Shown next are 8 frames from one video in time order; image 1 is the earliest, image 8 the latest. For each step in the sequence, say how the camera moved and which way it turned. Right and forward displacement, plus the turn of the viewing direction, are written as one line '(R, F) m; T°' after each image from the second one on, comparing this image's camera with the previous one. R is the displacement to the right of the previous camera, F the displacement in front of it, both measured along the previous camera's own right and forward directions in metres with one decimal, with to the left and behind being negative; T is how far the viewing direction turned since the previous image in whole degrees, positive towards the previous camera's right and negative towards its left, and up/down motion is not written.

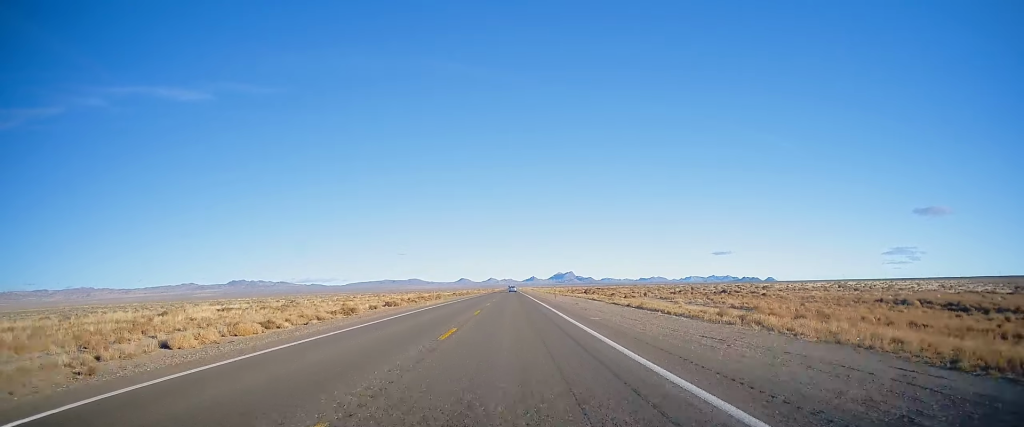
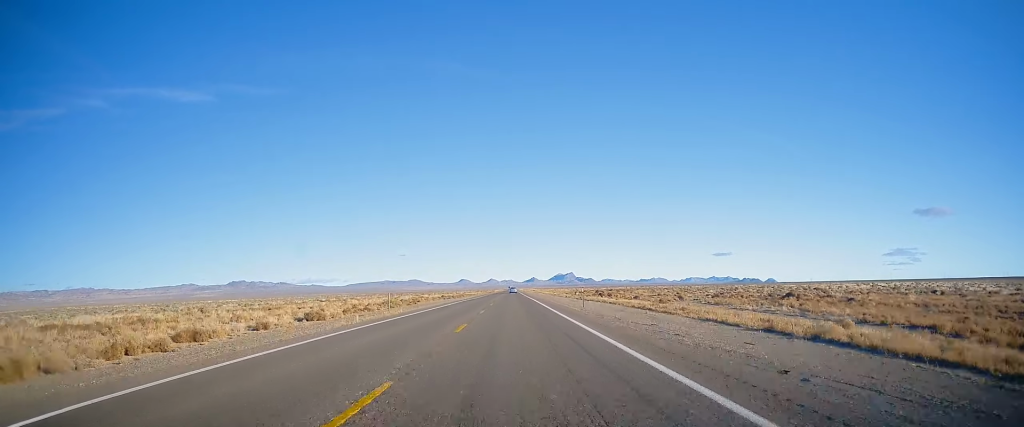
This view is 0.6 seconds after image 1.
(-0.3, +21.9) m; 0°
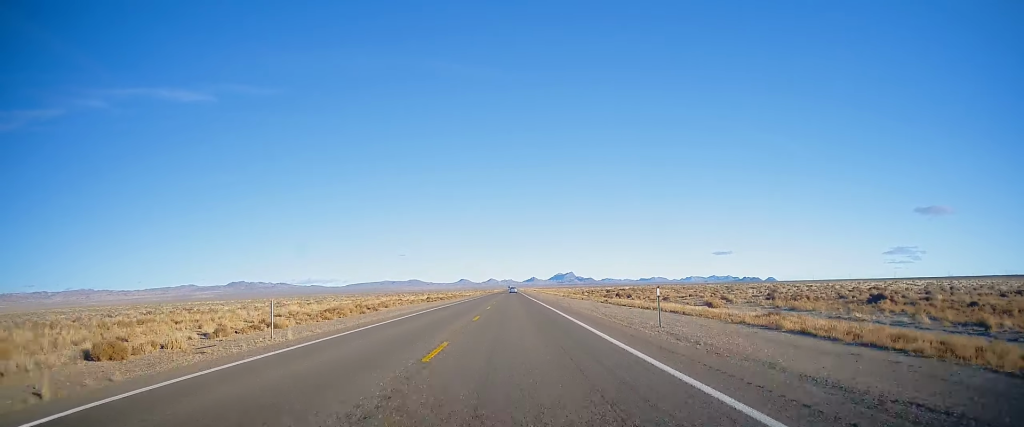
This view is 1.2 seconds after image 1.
(+0.1, +18.4) m; 0°
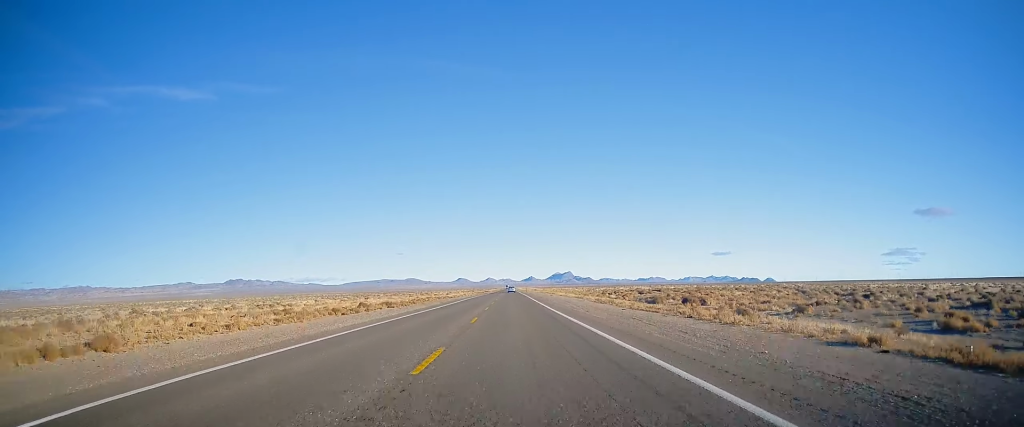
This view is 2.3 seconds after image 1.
(+0.4, +37.9) m; 0°
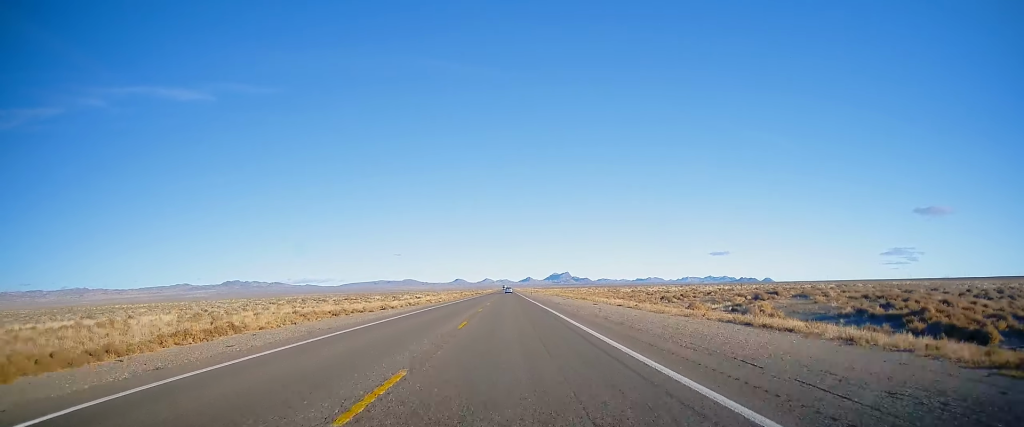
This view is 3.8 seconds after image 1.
(-0.7, +51.6) m; 0°
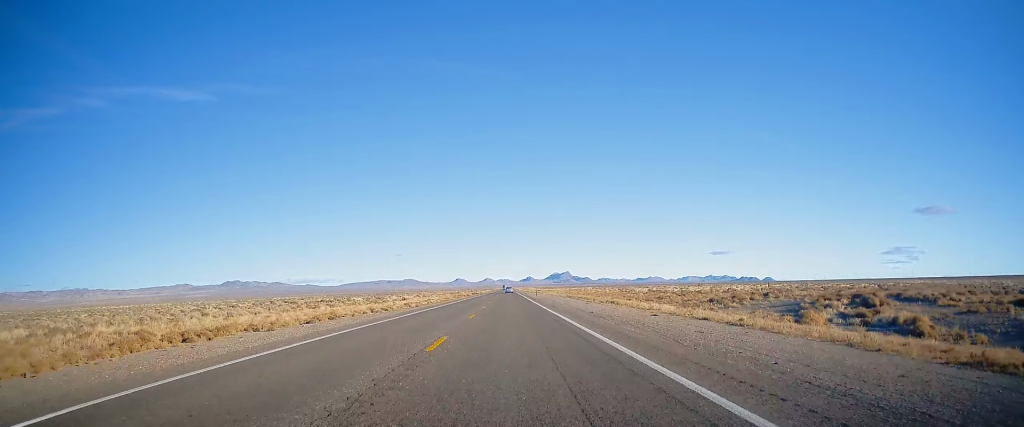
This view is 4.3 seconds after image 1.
(+0.4, +18.3) m; 0°
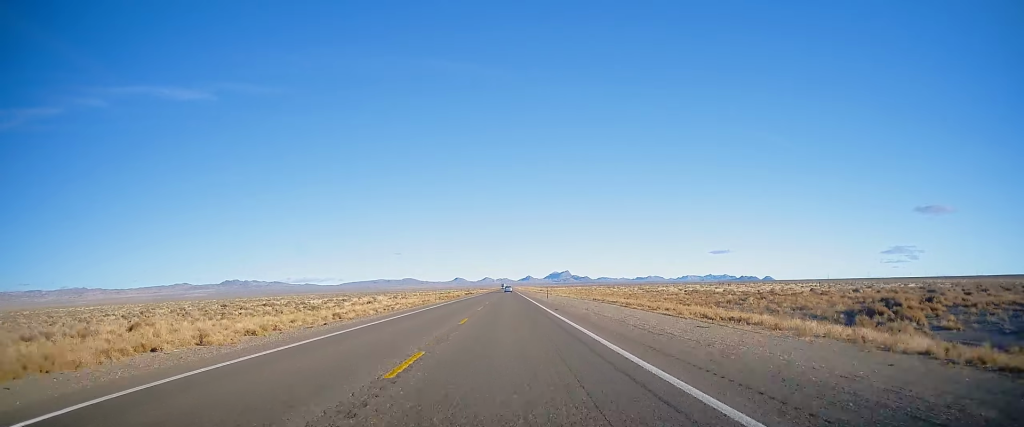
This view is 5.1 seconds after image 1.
(+0.2, +27.6) m; 0°
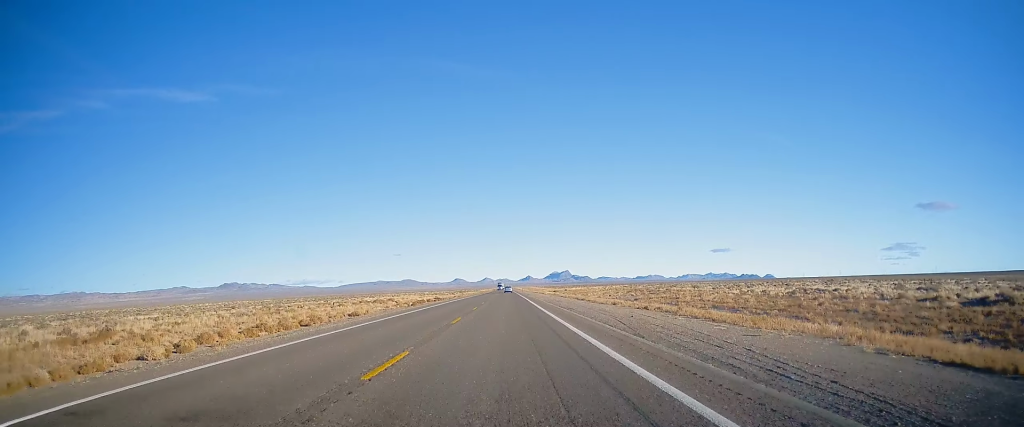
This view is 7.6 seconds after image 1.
(-0.8, +85.0) m; -1°
